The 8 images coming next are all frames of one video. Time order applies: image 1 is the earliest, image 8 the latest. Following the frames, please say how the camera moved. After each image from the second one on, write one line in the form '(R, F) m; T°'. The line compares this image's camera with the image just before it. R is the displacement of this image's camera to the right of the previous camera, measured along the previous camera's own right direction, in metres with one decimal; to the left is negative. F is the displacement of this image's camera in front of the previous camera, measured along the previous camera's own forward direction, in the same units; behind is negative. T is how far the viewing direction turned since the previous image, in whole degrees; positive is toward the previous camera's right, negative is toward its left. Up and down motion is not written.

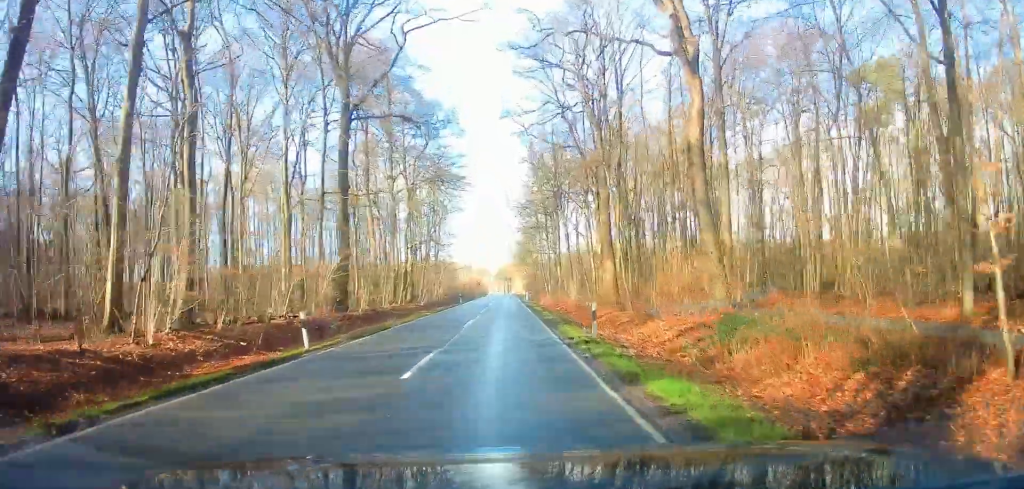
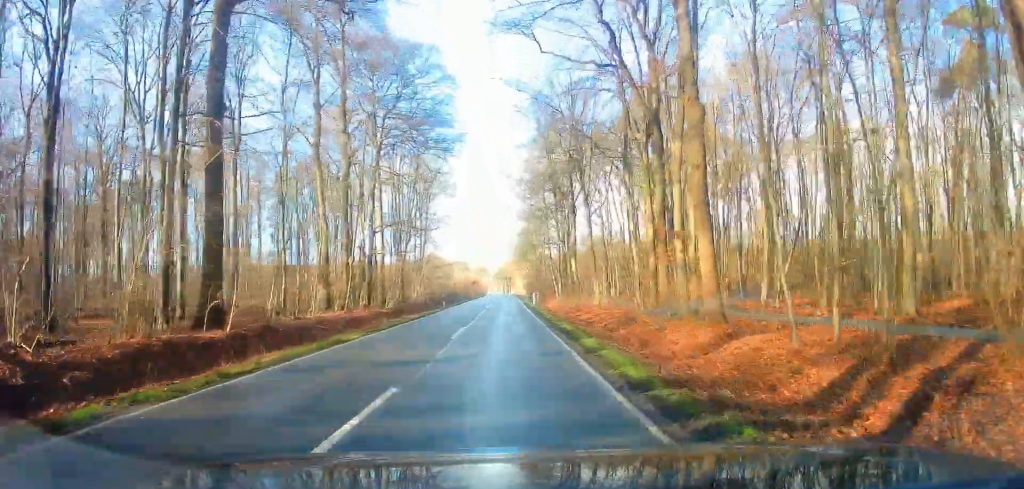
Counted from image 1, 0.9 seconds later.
(-0.2, +16.8) m; +1°
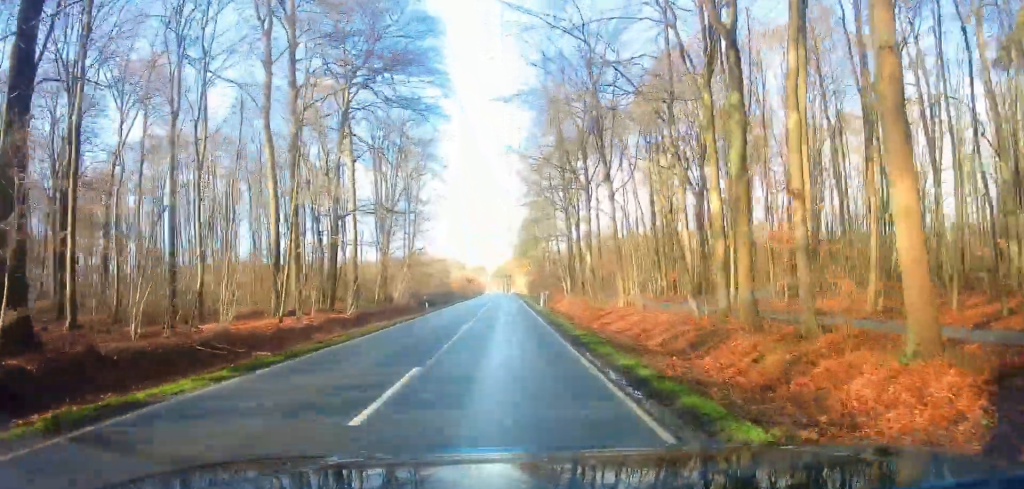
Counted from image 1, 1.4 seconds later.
(-0.1, +9.9) m; +2°
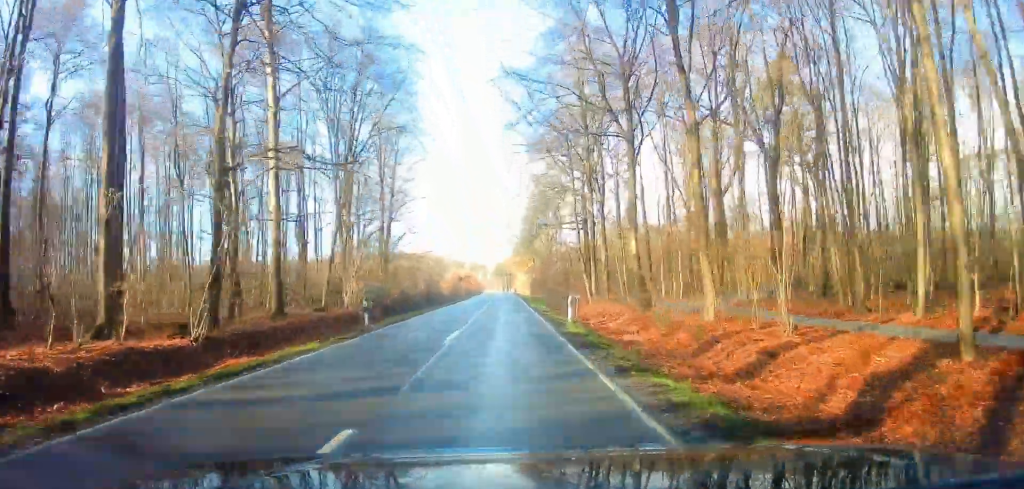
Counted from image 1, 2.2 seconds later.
(+0.8, +16.0) m; +4°
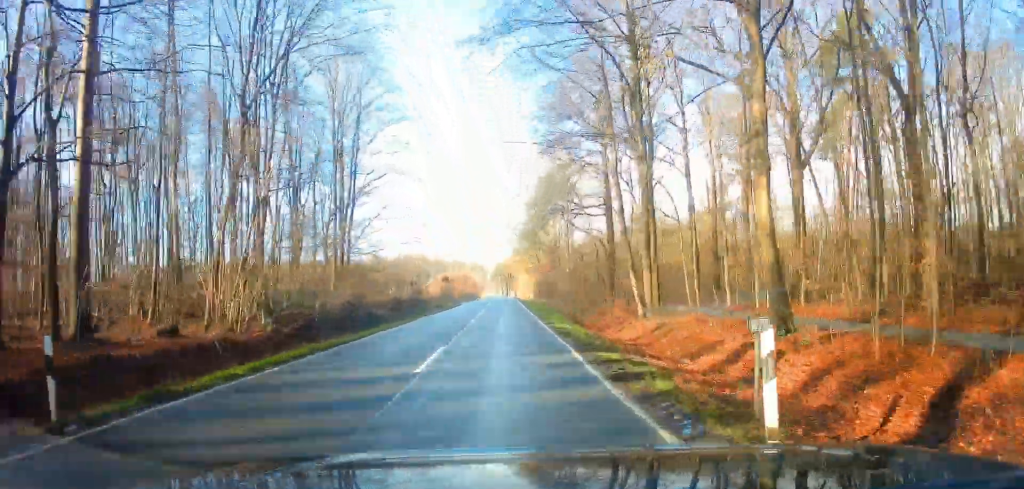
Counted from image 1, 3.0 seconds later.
(+0.3, +15.7) m; +1°
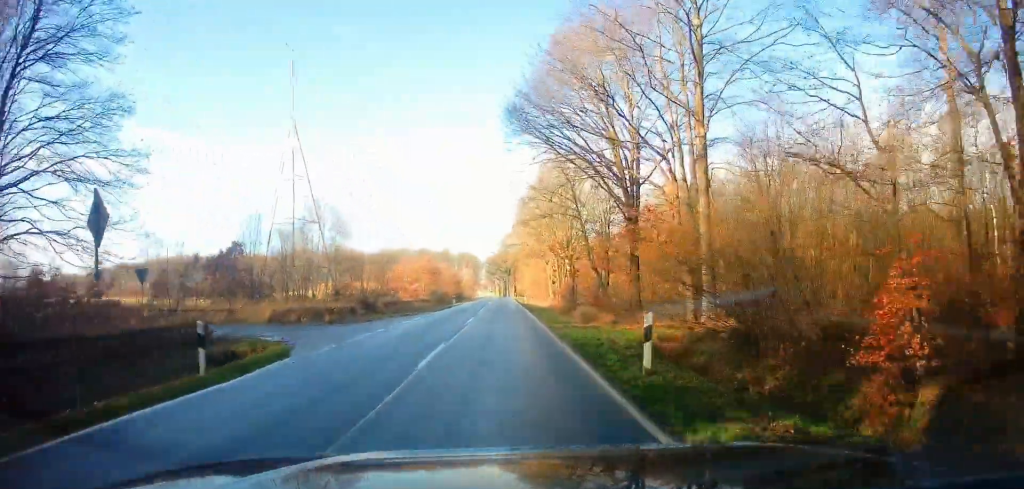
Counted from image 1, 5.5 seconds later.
(-0.7, +46.4) m; -2°
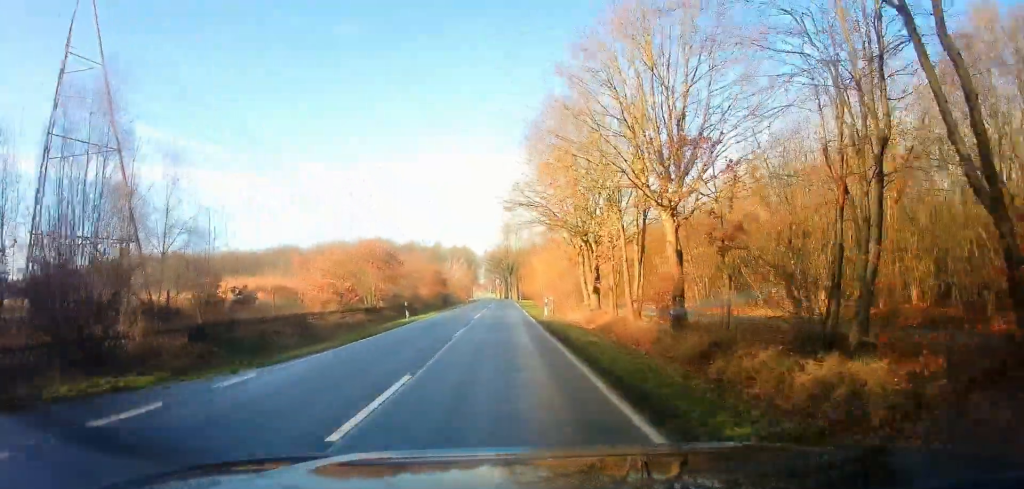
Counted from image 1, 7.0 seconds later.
(0.0, +29.0) m; 0°
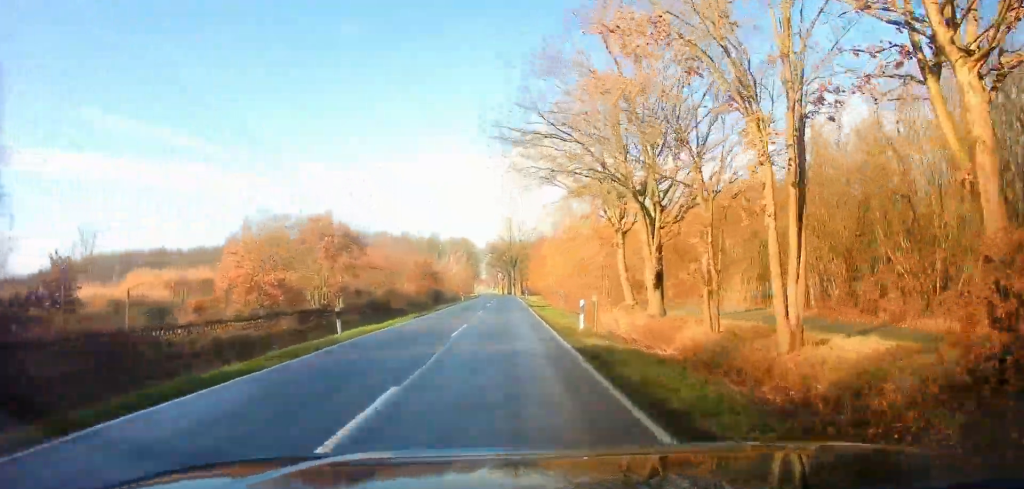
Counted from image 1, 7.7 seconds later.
(0.0, +13.3) m; 0°
